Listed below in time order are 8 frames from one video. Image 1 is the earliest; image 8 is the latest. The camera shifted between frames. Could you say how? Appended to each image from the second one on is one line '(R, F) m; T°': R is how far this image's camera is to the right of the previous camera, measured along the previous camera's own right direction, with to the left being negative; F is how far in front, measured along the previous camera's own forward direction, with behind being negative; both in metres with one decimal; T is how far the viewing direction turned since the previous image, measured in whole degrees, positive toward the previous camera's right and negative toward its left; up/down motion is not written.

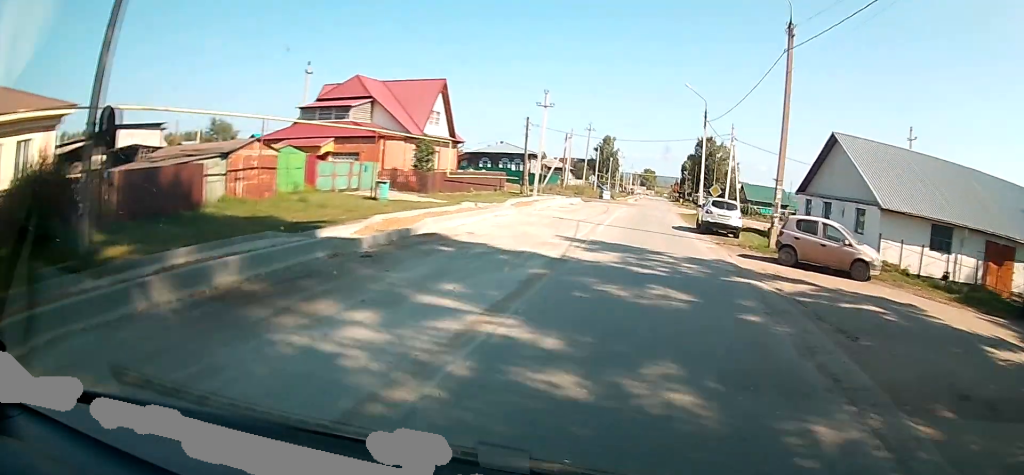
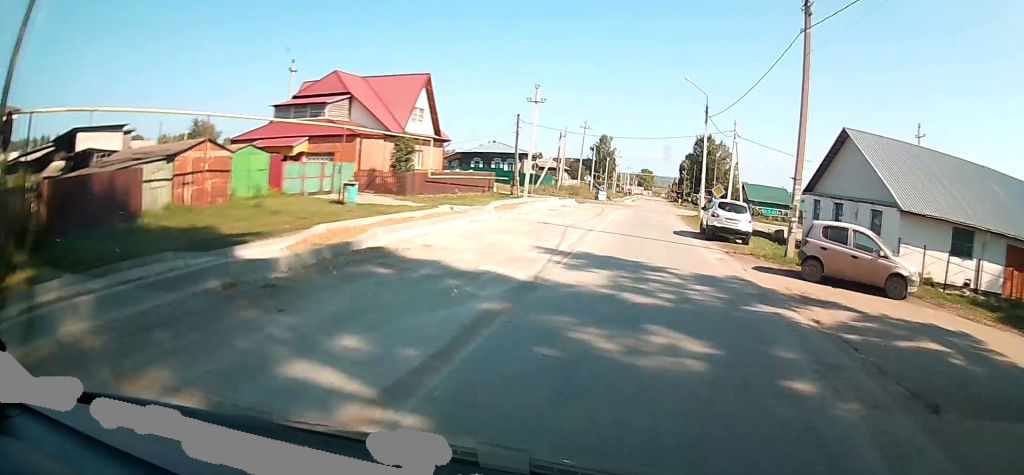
(0.0, +2.8) m; 0°
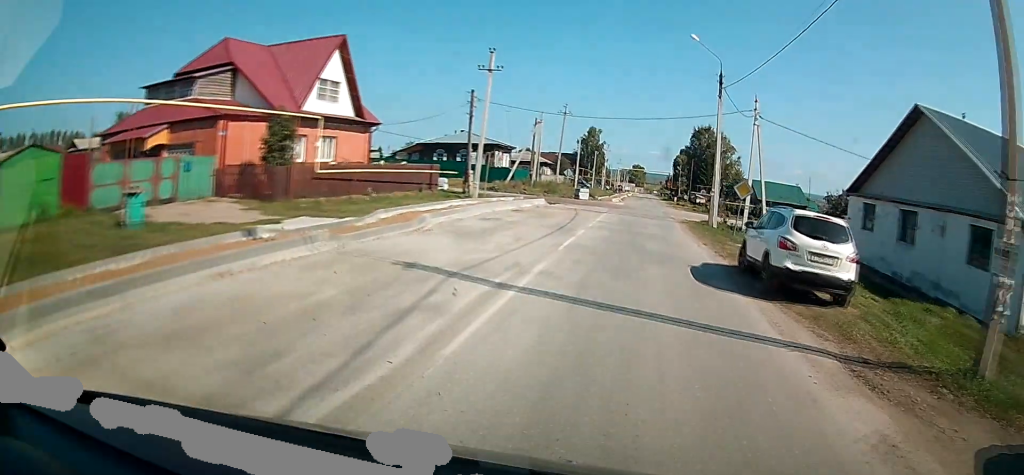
(+0.1, +11.8) m; +2°
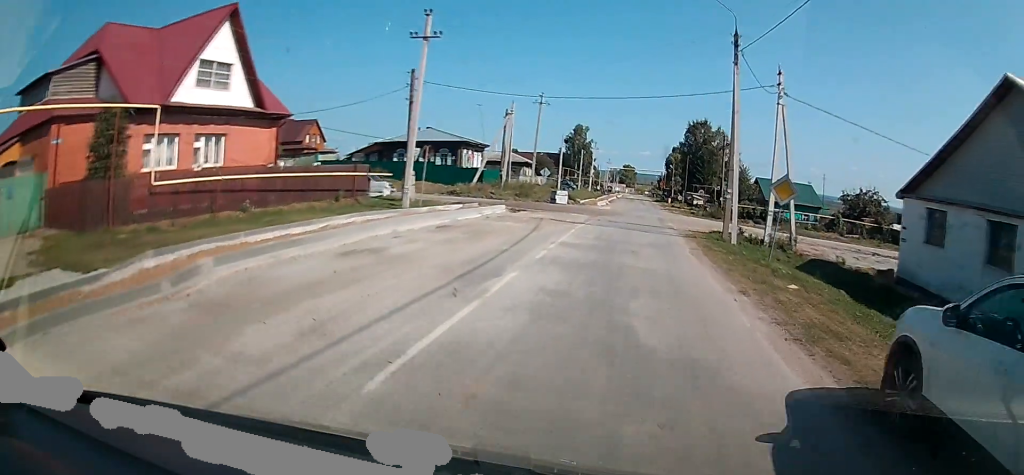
(+0.2, +8.8) m; +2°
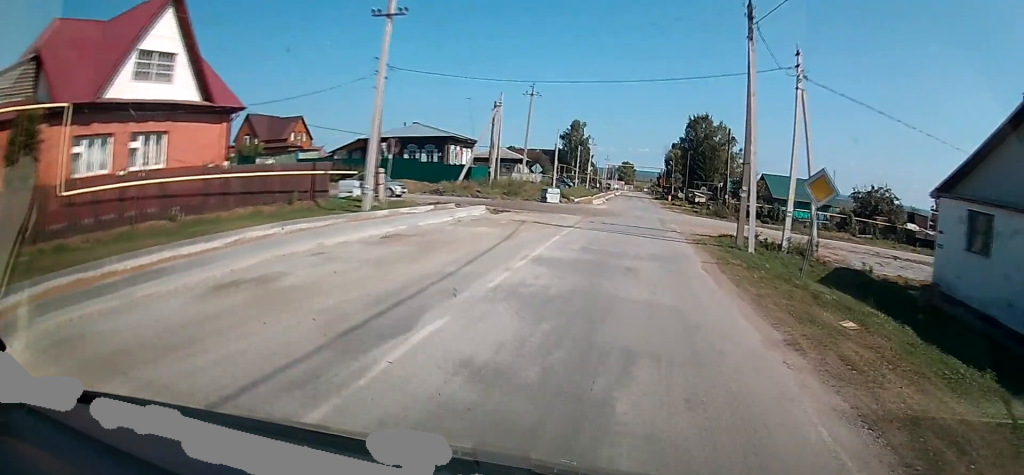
(0.0, +3.7) m; +1°
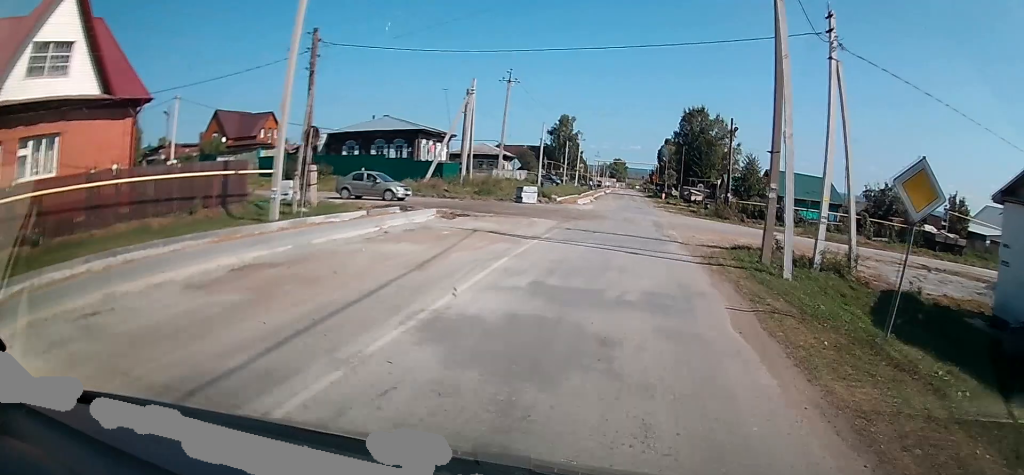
(+0.1, +5.7) m; 0°
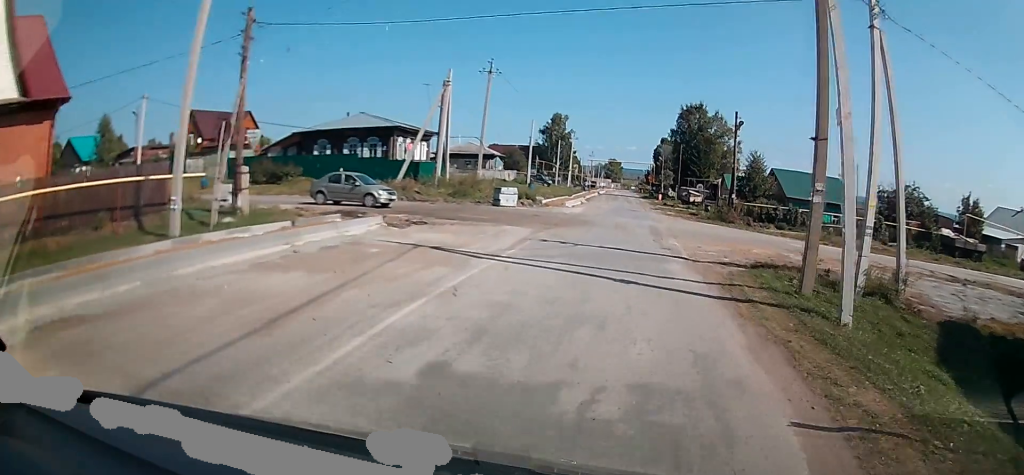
(-0.1, +4.4) m; -2°
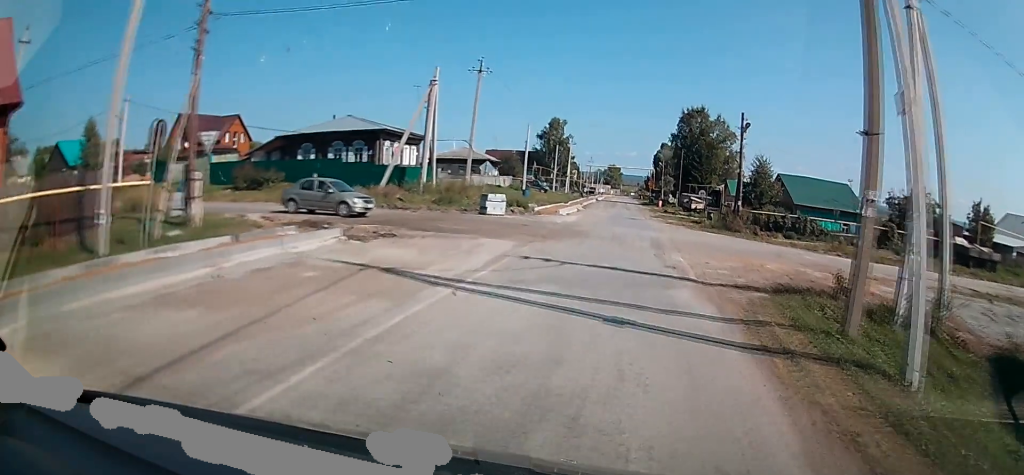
(0.0, +2.6) m; 0°
